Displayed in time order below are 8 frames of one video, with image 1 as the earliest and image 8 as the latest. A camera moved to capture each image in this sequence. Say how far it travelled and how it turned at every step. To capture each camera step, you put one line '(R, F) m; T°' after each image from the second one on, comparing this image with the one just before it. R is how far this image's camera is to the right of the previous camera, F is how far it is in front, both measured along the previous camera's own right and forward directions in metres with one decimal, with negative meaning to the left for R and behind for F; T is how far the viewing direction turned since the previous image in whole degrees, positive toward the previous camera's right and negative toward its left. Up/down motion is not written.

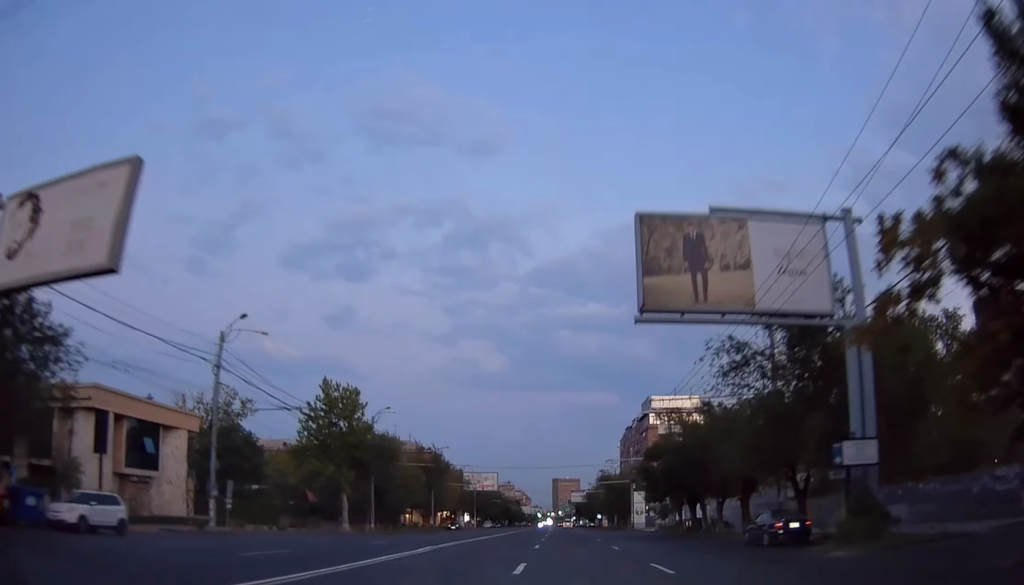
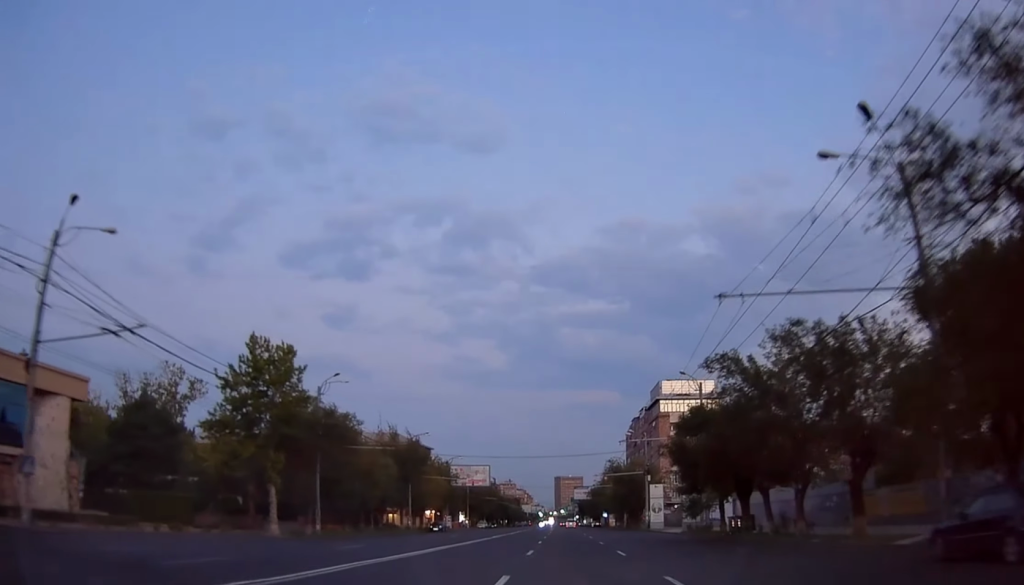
(-0.1, +15.6) m; -1°
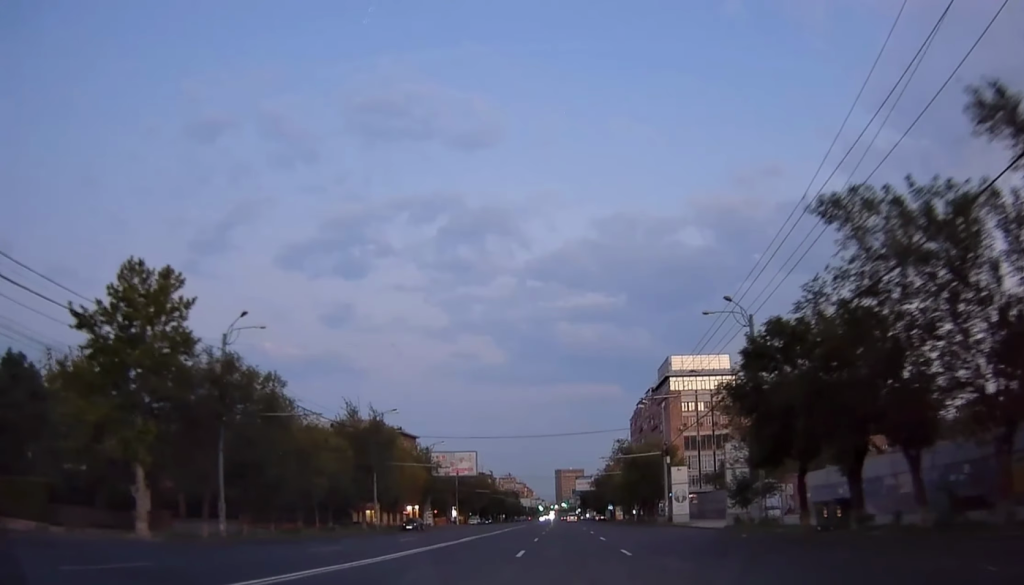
(-0.2, +15.7) m; -1°
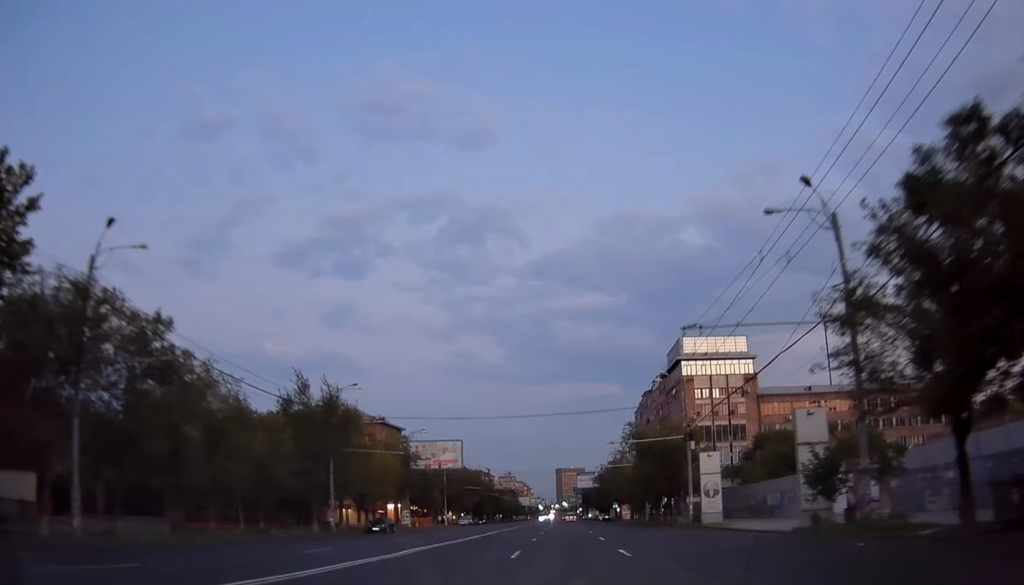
(0.0, +12.8) m; 0°
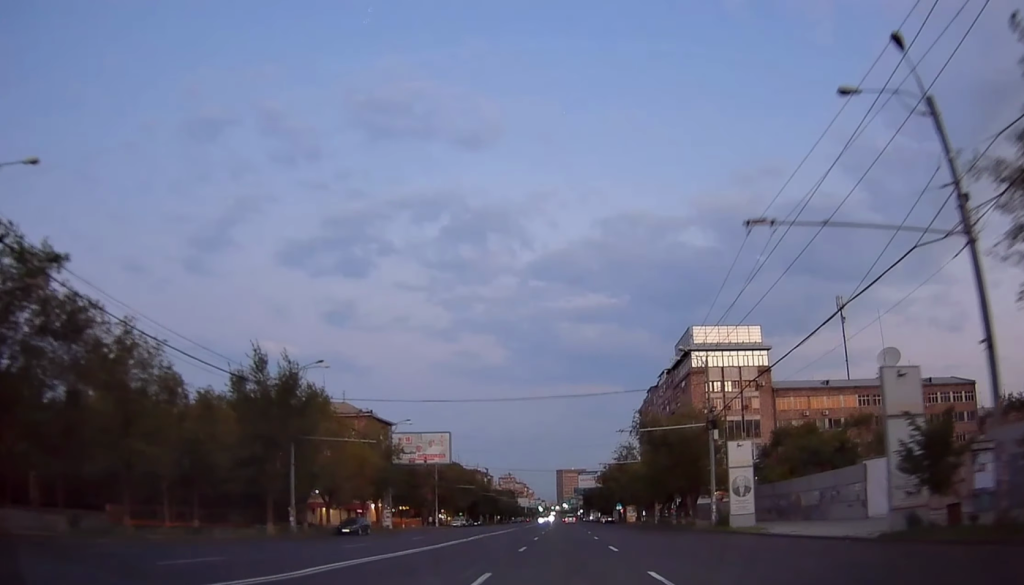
(0.0, +8.4) m; 0°
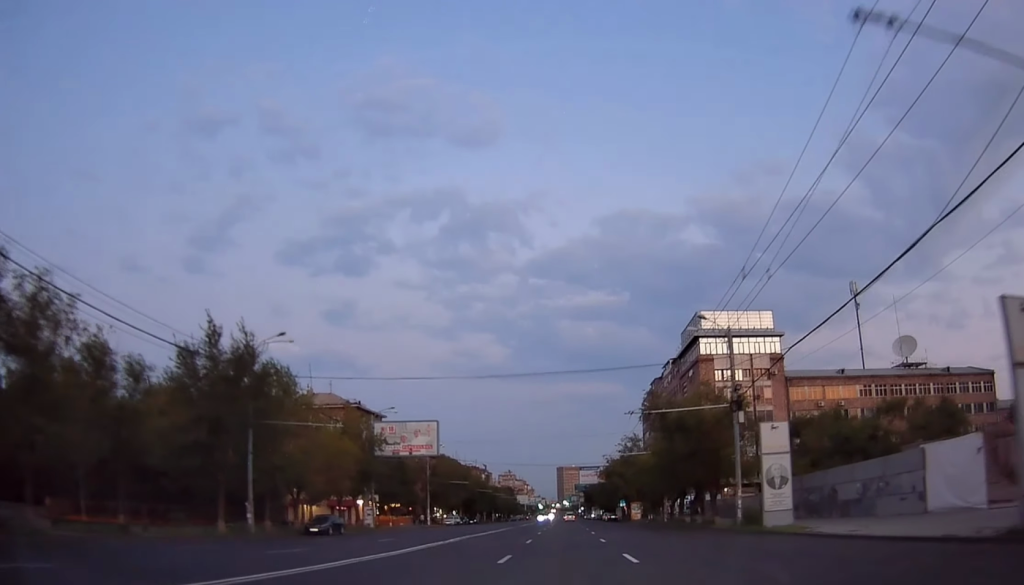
(0.0, +6.6) m; 0°
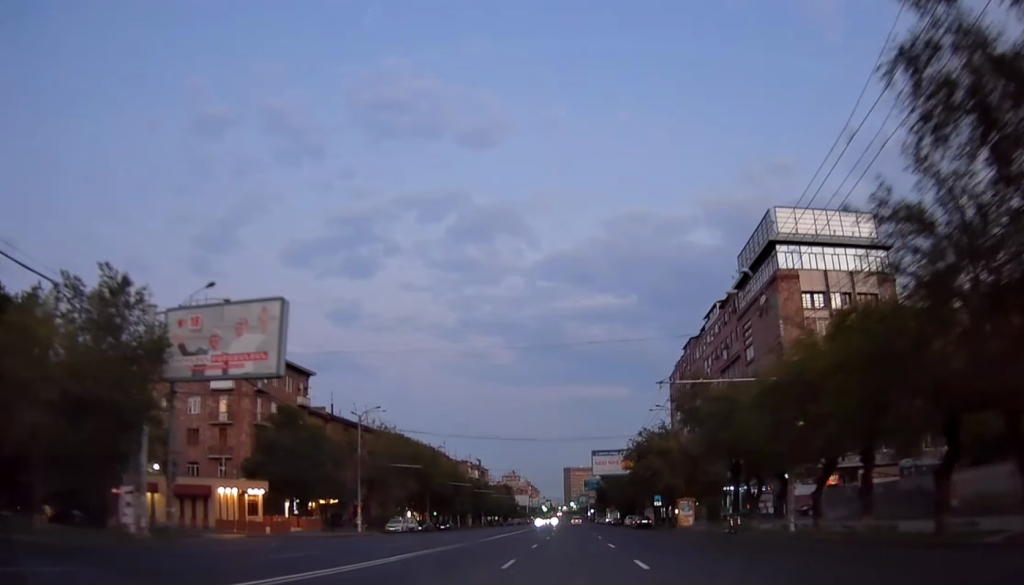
(0.0, +36.6) m; 0°
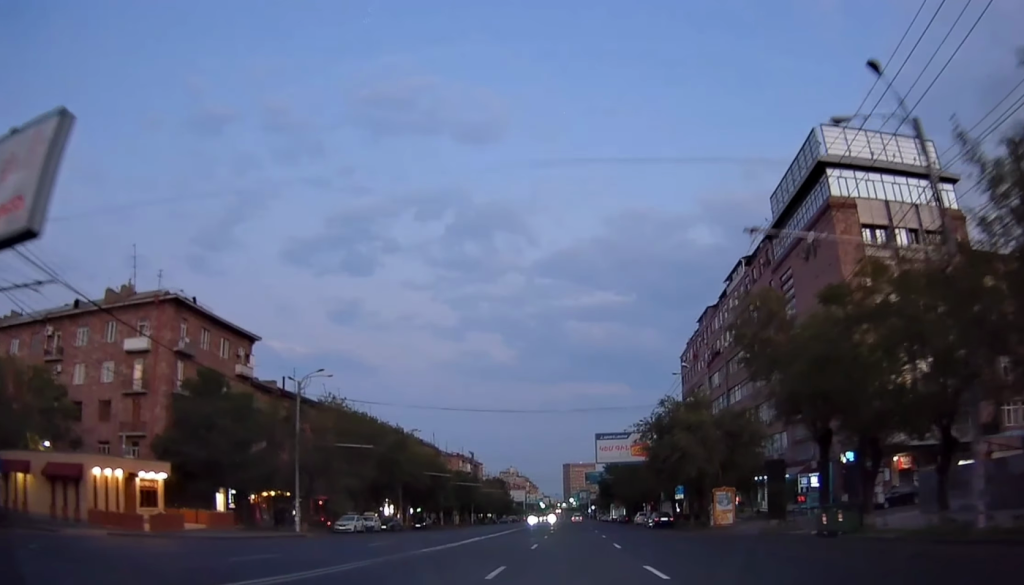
(0.0, +15.4) m; 0°
